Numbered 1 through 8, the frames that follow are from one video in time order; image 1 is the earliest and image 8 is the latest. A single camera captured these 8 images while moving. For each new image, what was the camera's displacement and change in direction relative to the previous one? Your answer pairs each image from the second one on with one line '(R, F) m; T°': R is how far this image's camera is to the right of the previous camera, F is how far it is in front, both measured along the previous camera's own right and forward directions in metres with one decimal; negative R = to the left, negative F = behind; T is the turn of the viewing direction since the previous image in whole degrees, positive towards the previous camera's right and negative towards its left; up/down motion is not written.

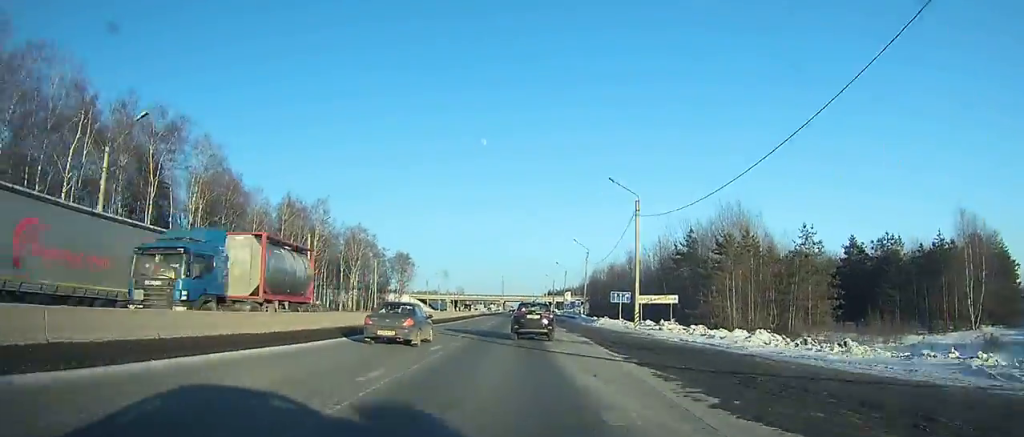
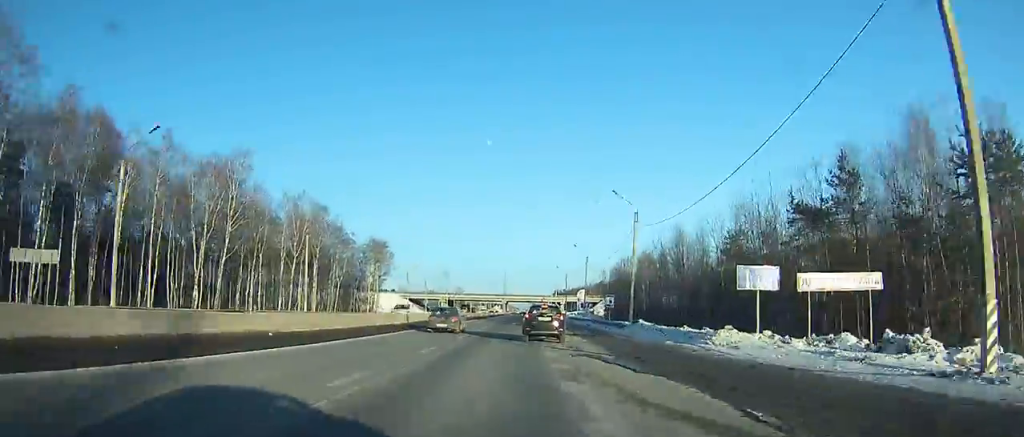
(0.0, +34.1) m; 0°
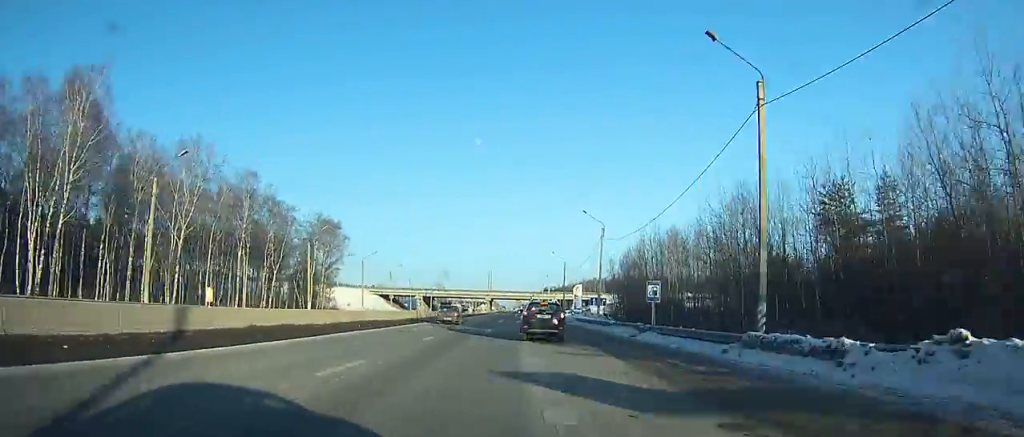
(0.0, +26.1) m; 0°
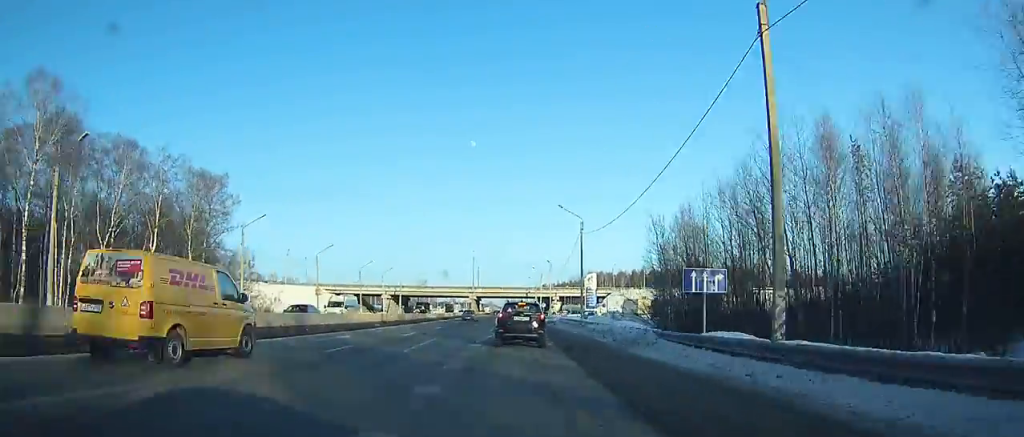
(+0.3, +39.7) m; +1°
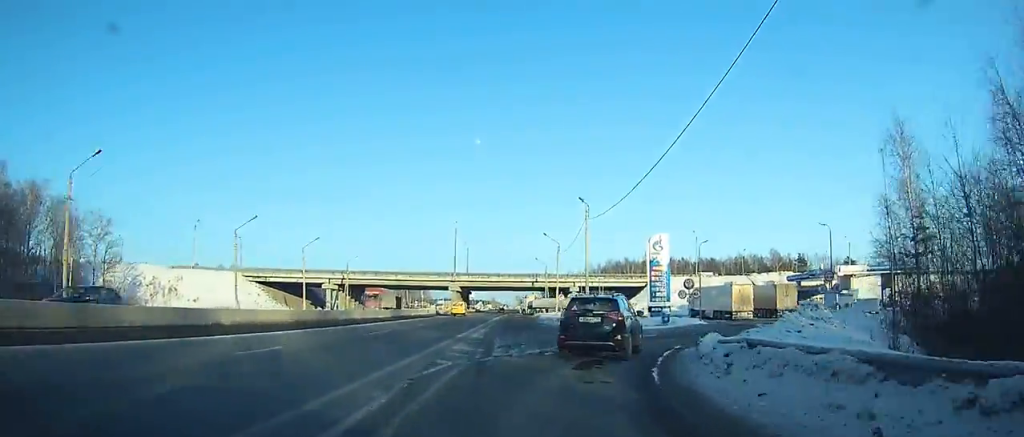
(+0.6, +51.8) m; +6°
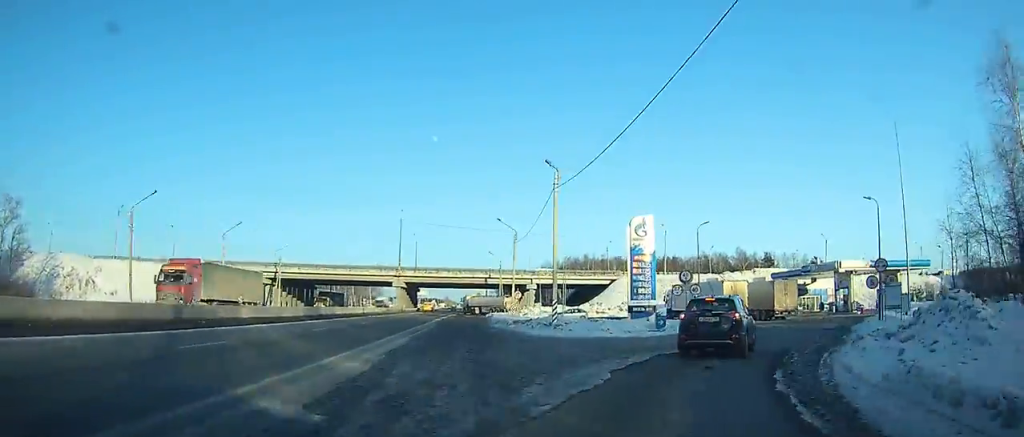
(+0.7, +13.3) m; +9°
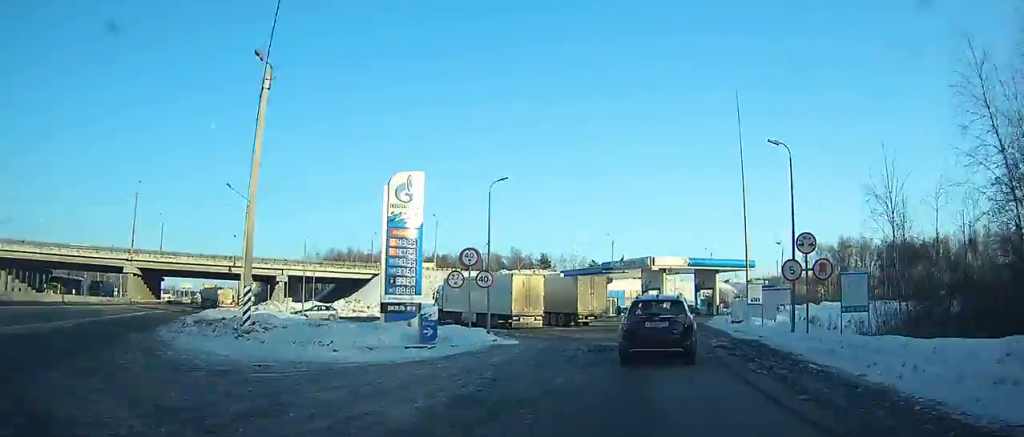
(+2.0, +15.1) m; +15°
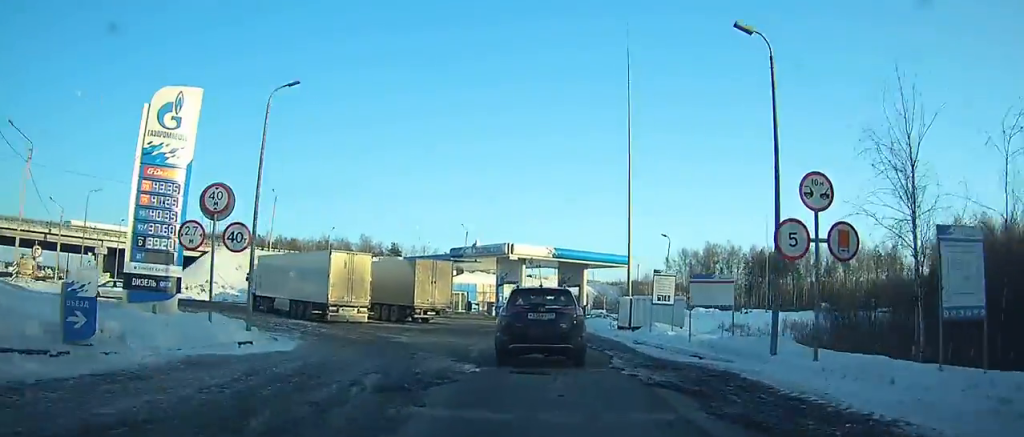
(+1.2, +9.5) m; +10°
